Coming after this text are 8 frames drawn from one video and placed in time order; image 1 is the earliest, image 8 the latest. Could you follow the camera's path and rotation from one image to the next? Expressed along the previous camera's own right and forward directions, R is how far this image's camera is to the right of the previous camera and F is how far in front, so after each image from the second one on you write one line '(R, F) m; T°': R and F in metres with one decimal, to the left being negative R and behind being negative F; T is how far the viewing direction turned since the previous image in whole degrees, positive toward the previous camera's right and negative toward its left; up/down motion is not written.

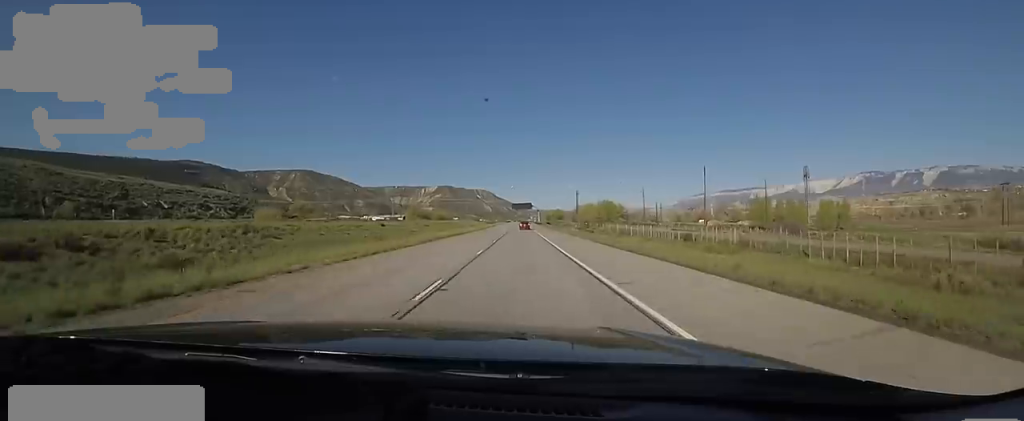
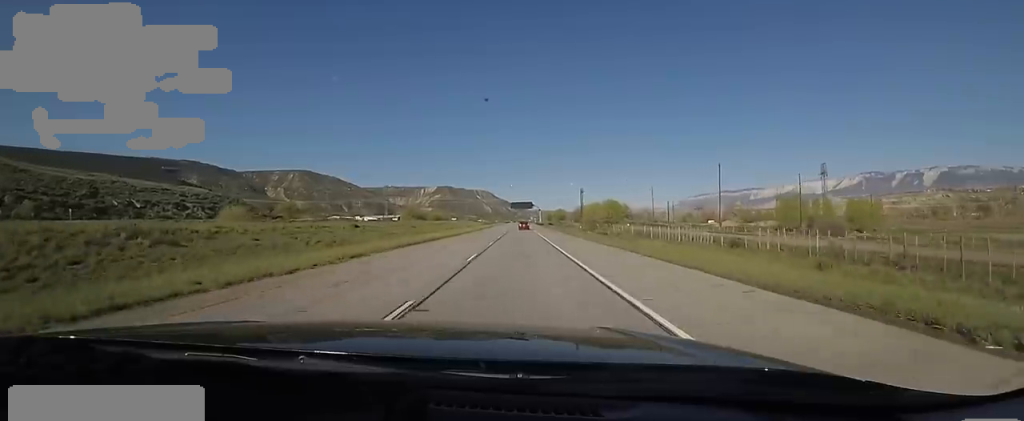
(-0.8, +15.5) m; -1°
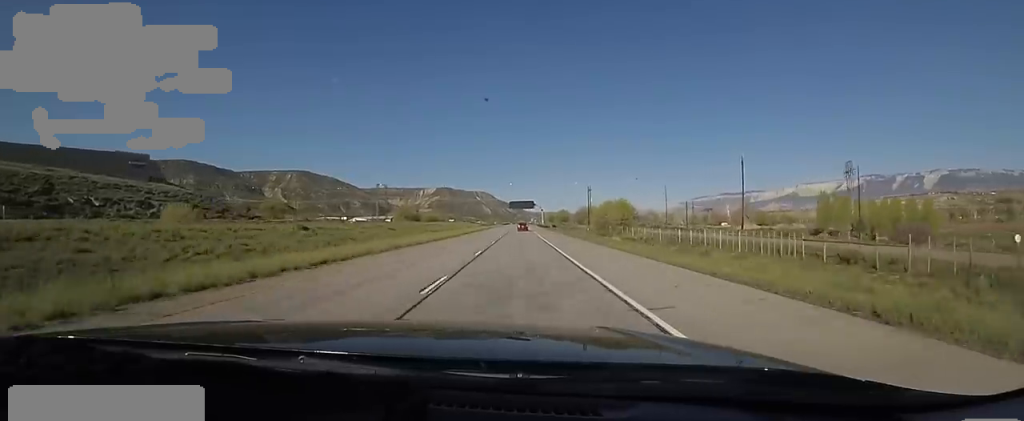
(-0.3, +20.0) m; 0°
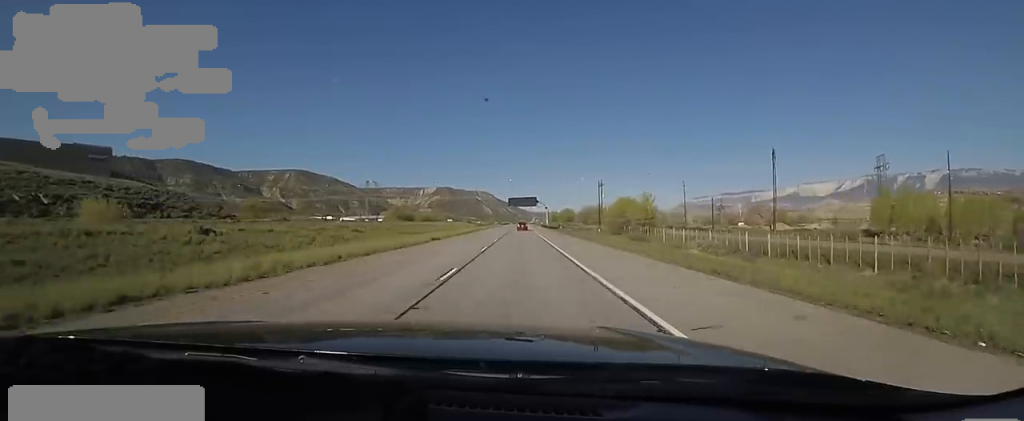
(0.0, +21.2) m; +2°
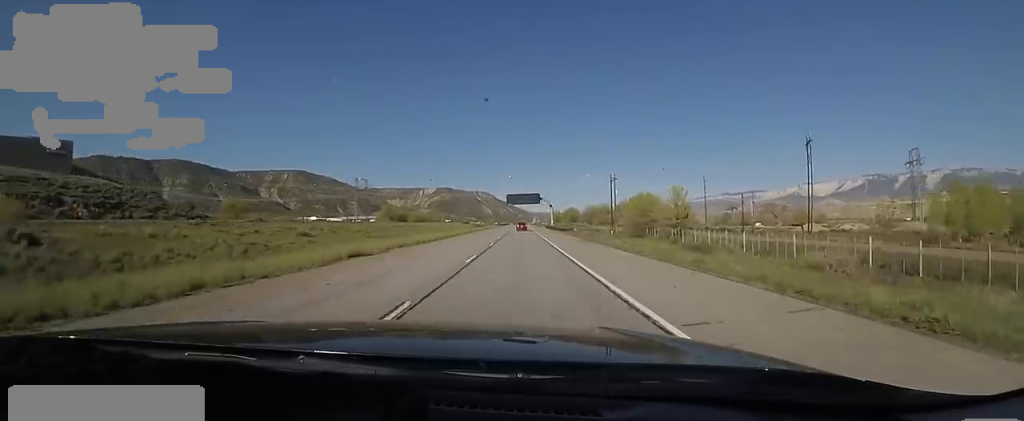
(+0.6, +18.9) m; 0°
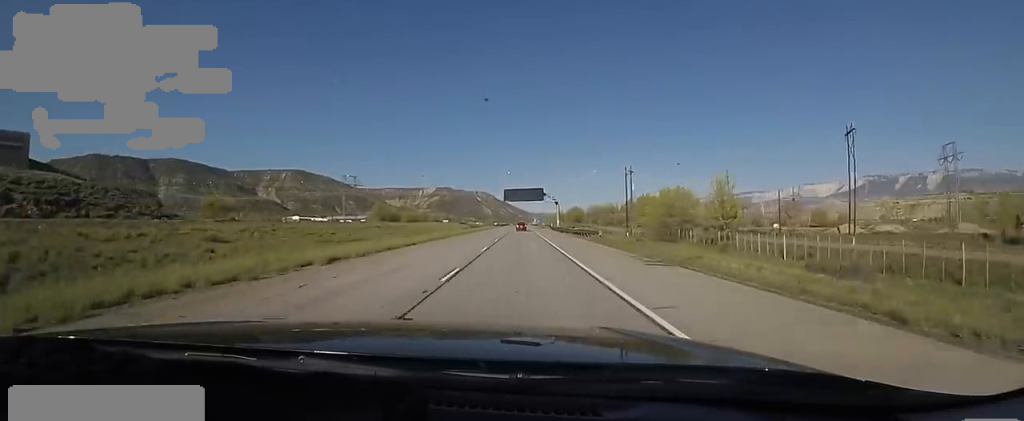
(+0.9, +17.8) m; 0°
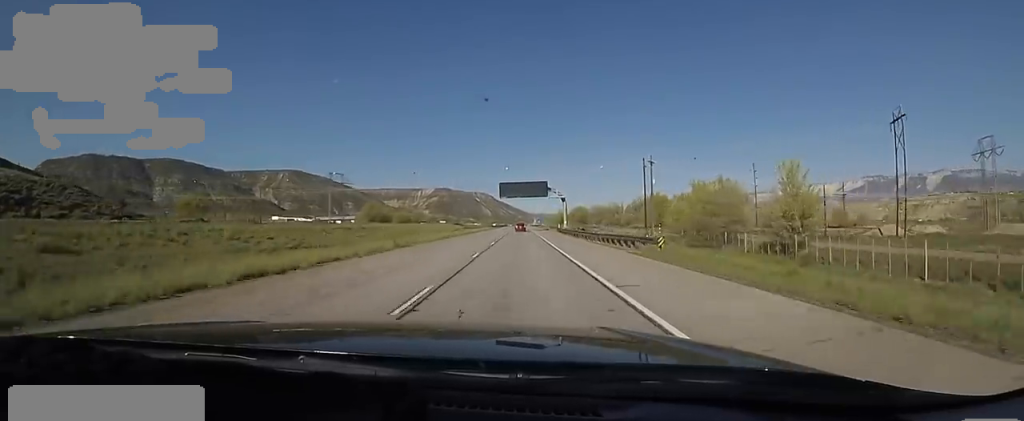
(-0.9, +16.7) m; -1°
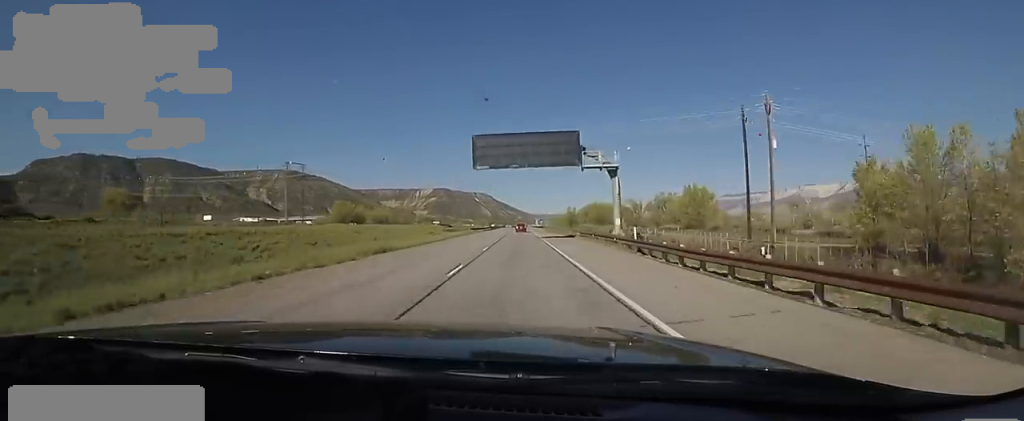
(-0.8, +42.4) m; +1°
